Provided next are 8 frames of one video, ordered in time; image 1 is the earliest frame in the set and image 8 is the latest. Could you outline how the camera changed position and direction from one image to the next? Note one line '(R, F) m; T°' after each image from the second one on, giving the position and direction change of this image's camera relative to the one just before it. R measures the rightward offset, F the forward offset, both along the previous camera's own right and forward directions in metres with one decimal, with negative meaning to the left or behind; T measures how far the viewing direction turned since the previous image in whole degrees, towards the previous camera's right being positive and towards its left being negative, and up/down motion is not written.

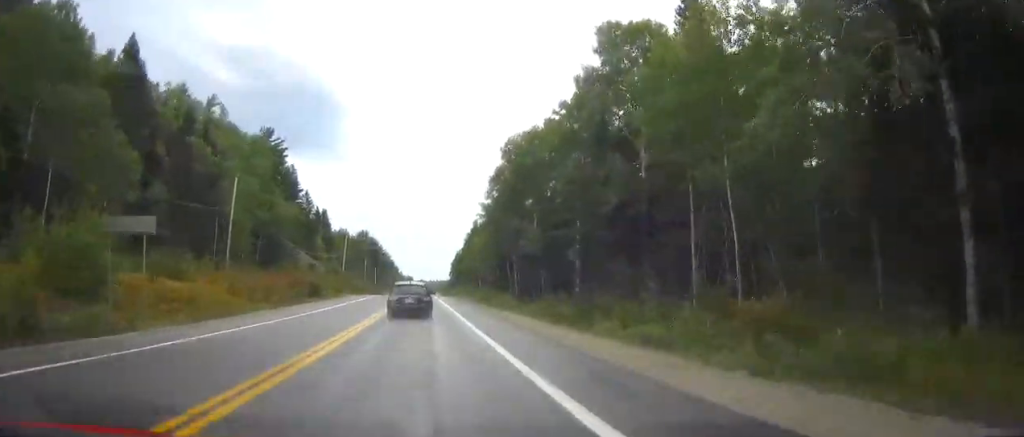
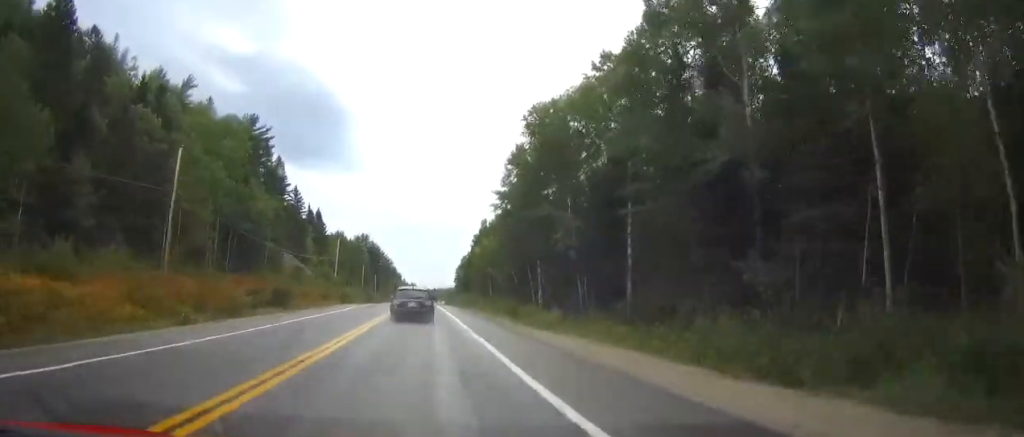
(-0.3, +15.5) m; -1°
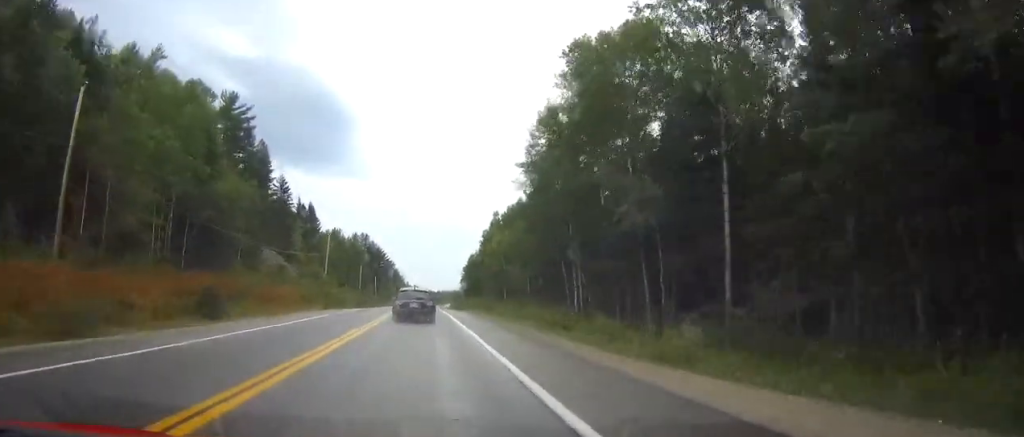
(-0.1, +15.6) m; -1°
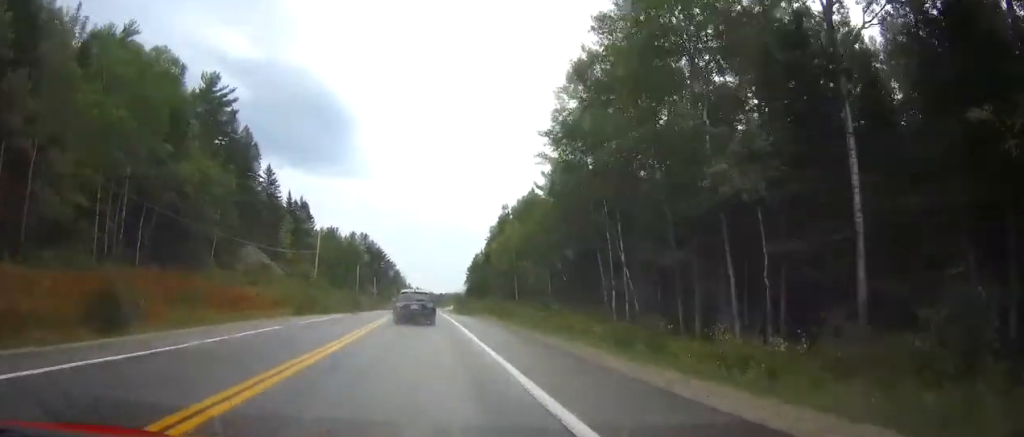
(0.0, +10.7) m; 0°
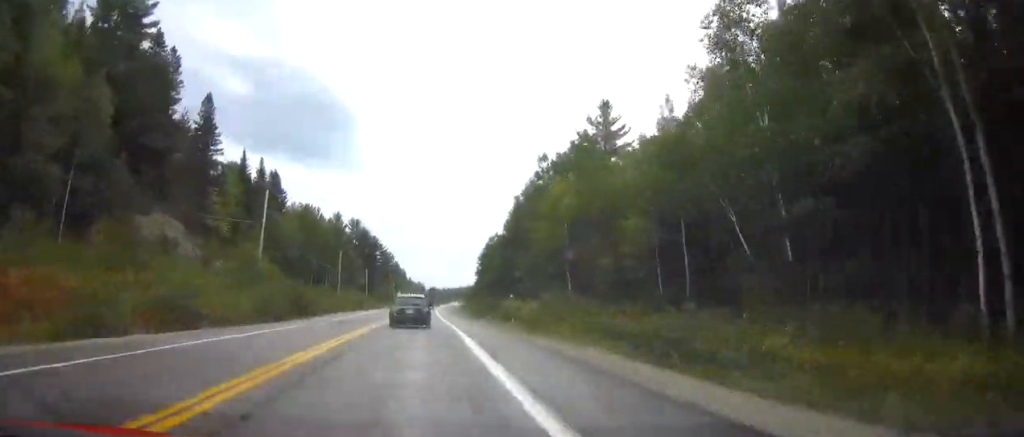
(-0.2, +31.5) m; 0°
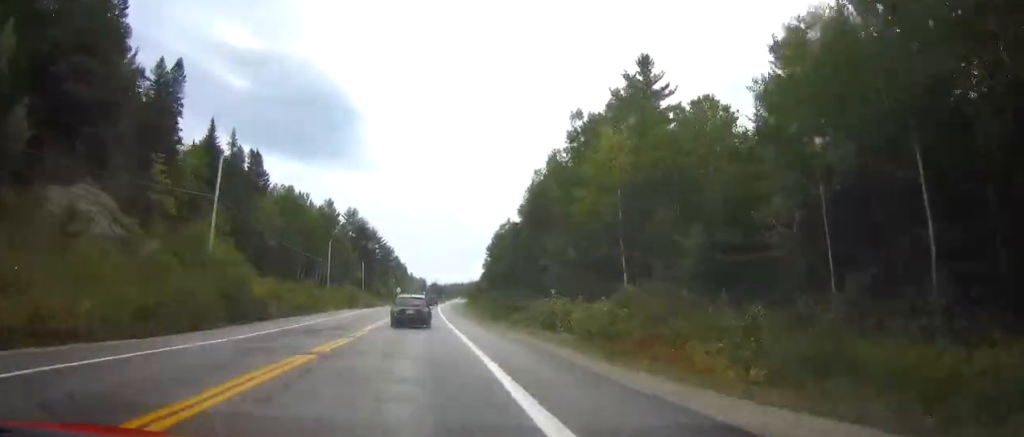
(+0.1, +15.1) m; 0°
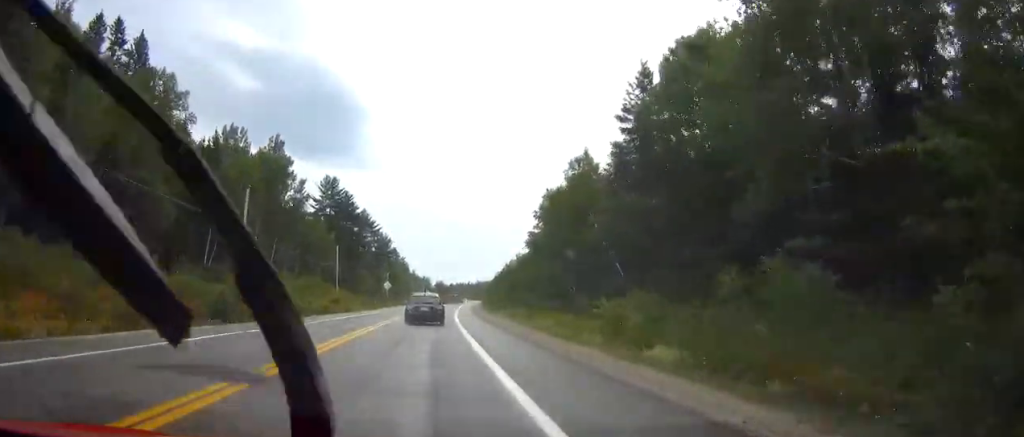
(0.0, +49.7) m; 0°
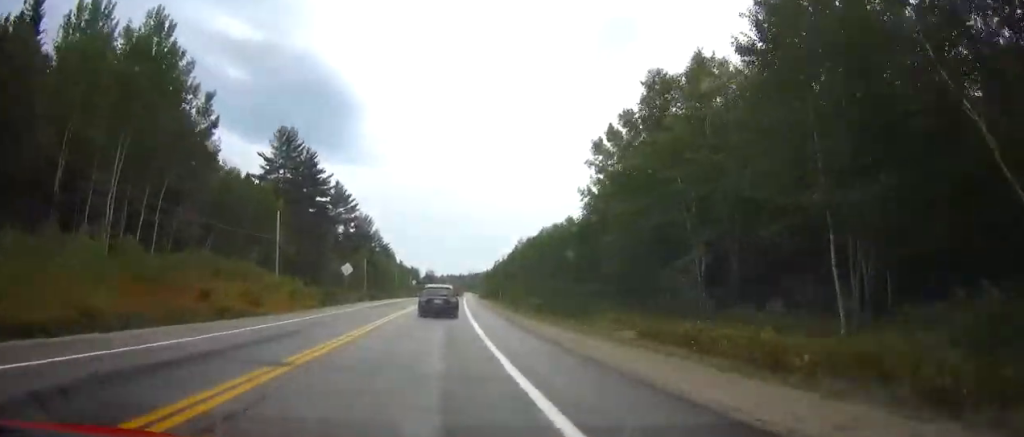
(+0.3, +36.1) m; +1°
